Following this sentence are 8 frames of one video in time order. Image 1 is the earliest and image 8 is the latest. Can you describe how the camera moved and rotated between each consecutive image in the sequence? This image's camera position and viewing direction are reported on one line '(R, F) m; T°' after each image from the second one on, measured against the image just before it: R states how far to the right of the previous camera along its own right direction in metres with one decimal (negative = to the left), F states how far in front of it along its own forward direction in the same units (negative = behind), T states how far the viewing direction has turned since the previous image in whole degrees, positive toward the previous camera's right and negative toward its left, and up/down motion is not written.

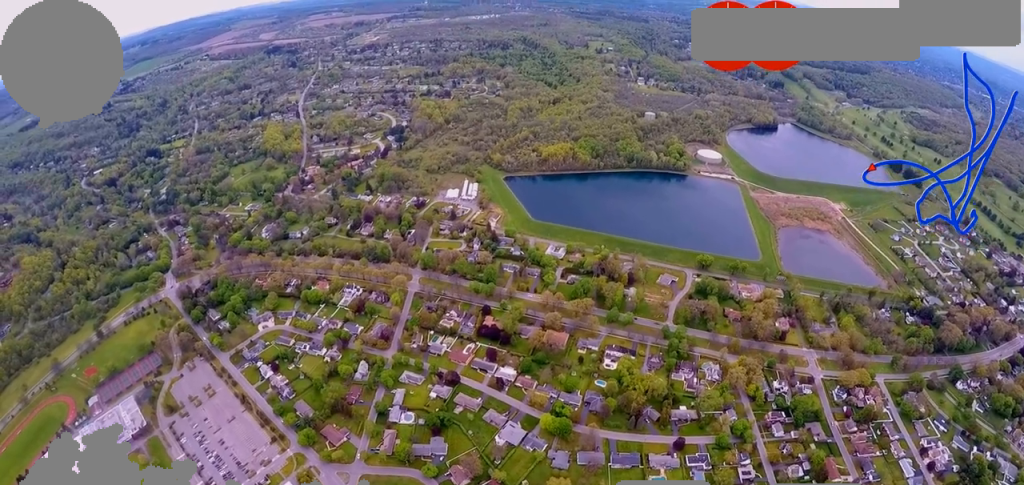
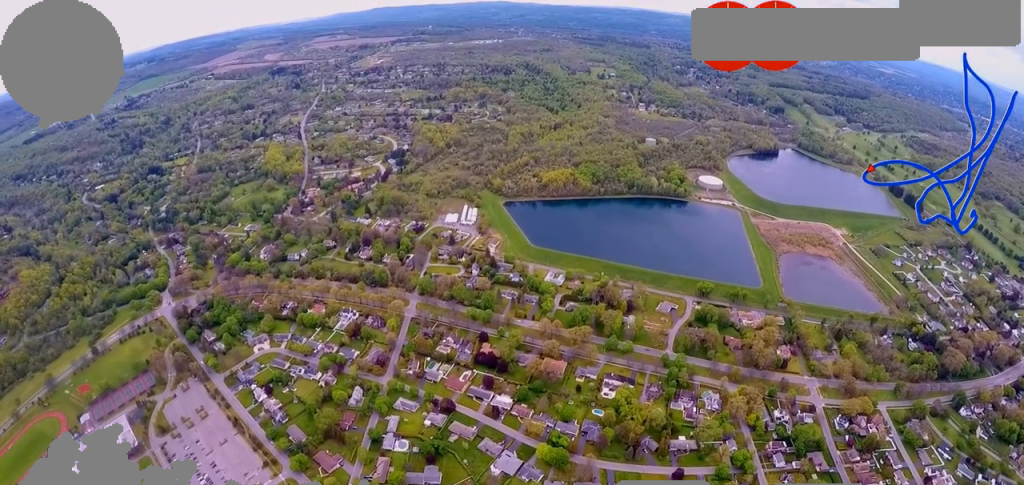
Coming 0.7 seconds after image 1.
(0.0, +7.2) m; 0°
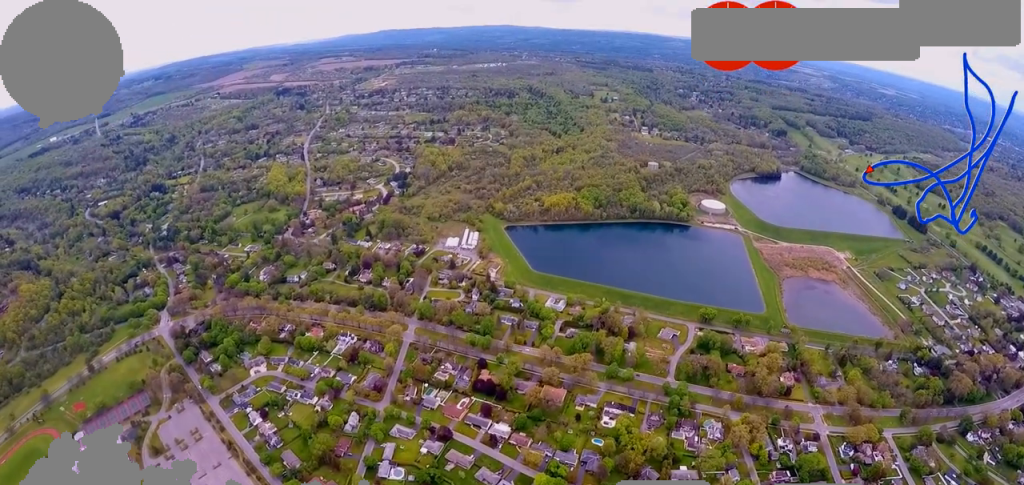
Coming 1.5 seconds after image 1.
(0.0, +7.6) m; 0°
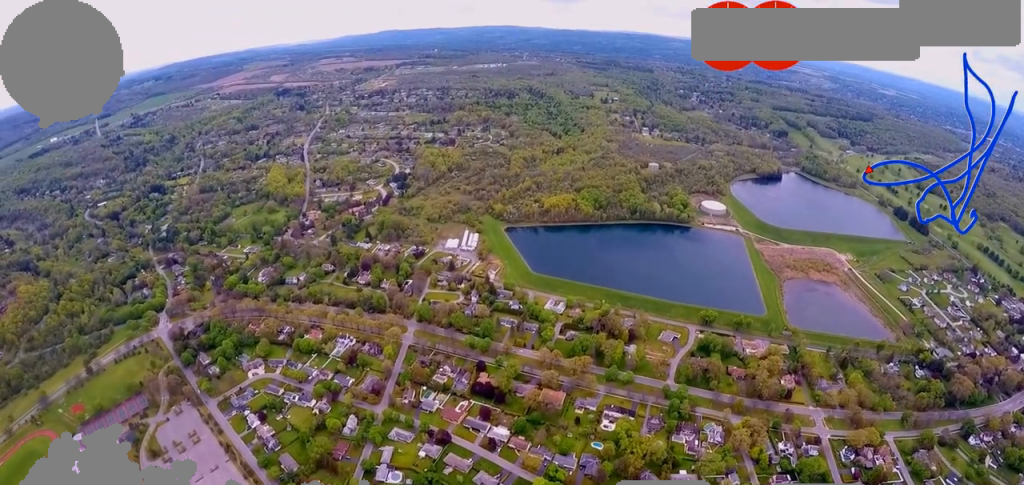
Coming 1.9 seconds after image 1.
(0.0, +3.7) m; 0°
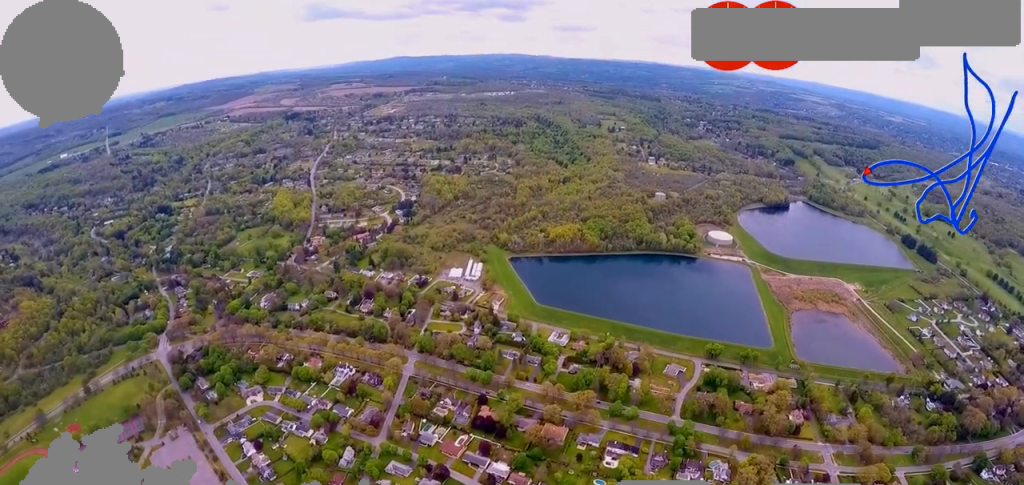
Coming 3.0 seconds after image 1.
(0.0, +9.2) m; -8°
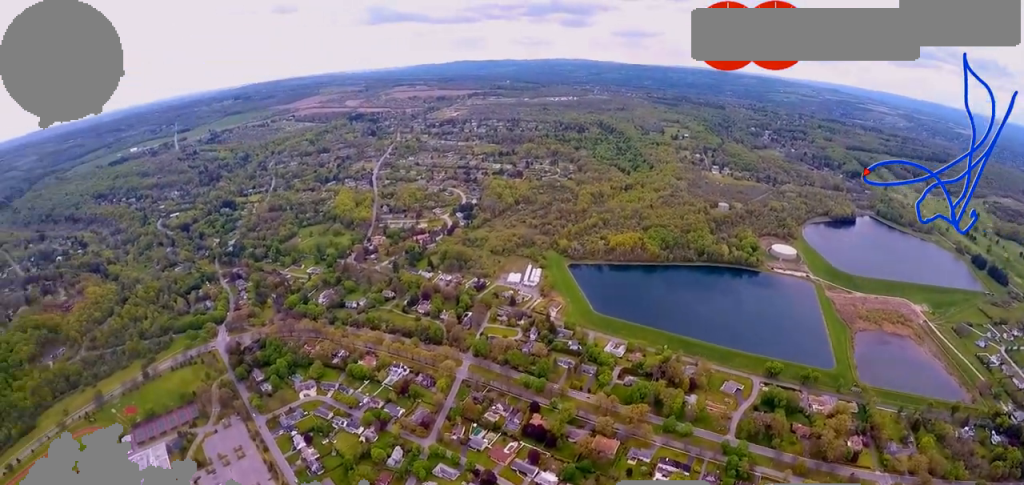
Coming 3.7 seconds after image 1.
(-0.7, +5.9) m; -12°
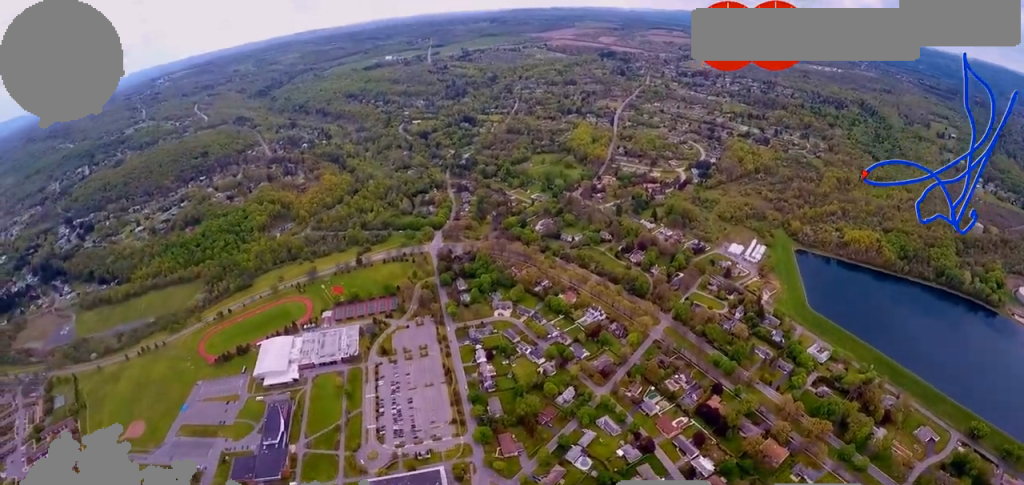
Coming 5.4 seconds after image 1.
(-3.6, +12.6) m; -33°
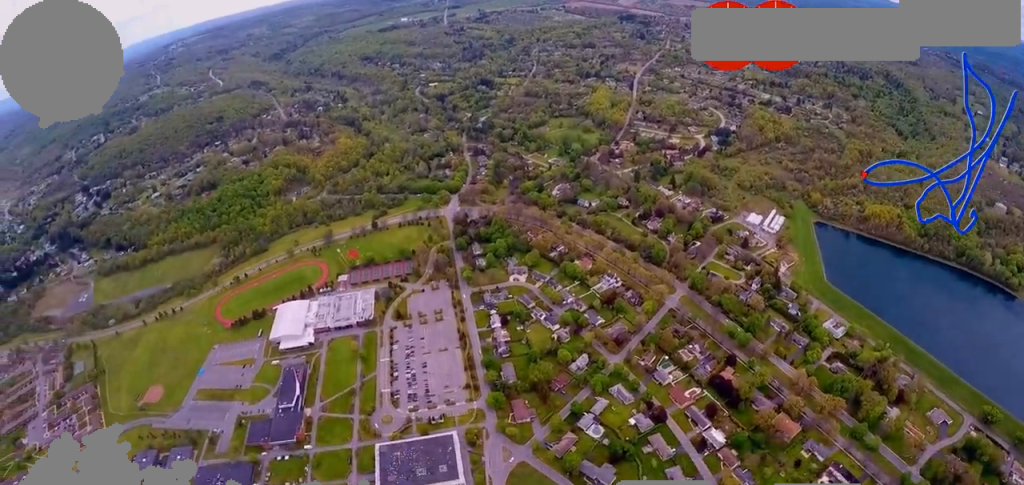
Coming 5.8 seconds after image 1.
(-0.4, +3.3) m; -9°
